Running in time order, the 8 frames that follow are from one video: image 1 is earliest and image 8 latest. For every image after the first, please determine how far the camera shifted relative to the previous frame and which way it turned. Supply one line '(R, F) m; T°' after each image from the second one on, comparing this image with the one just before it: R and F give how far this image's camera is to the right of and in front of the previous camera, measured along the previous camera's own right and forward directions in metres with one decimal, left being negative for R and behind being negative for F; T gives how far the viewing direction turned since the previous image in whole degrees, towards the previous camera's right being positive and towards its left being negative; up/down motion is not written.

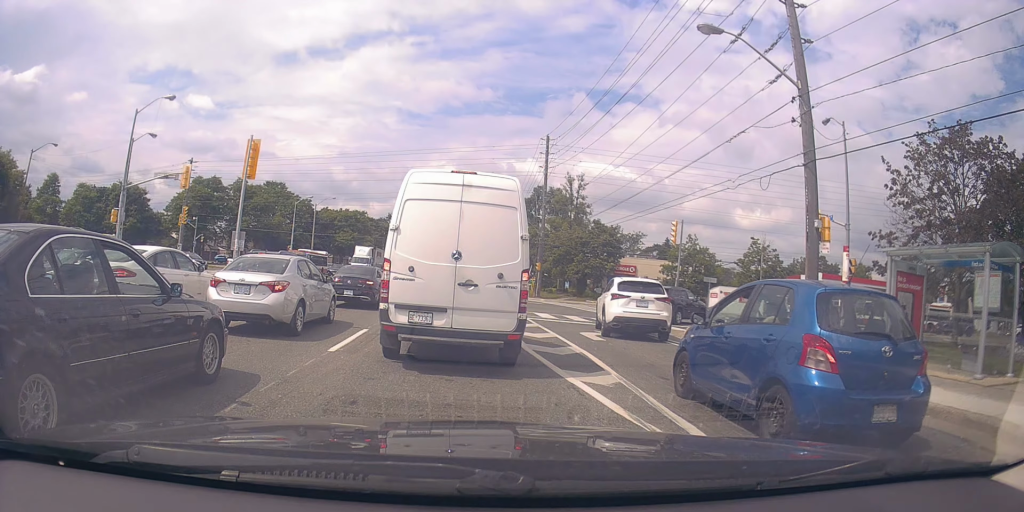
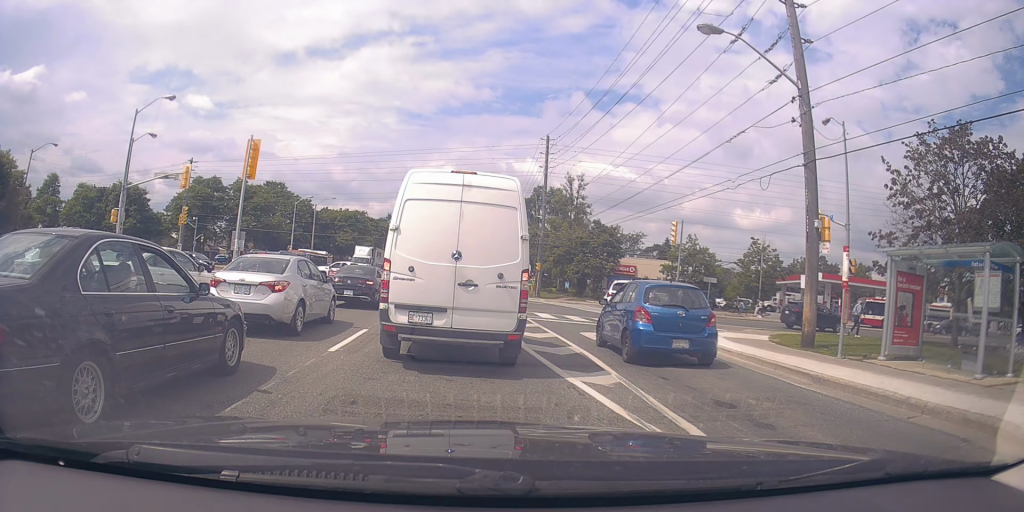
(0.0, 0.0) m; 0°
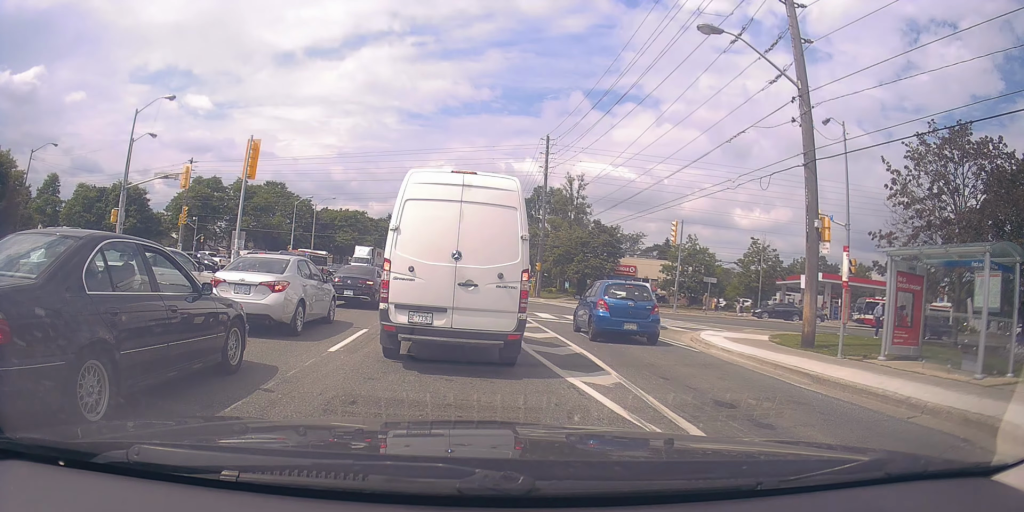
(0.0, 0.0) m; 0°
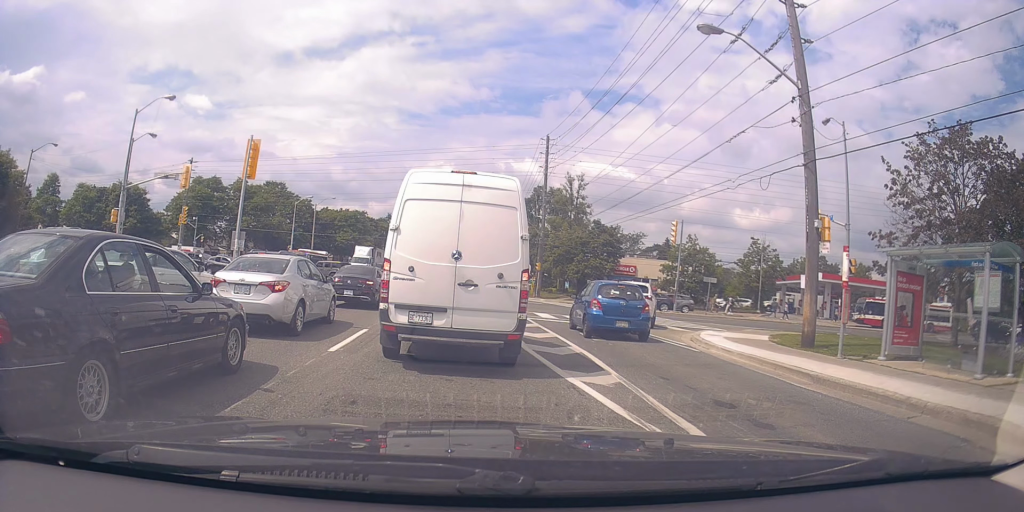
(0.0, 0.0) m; 0°
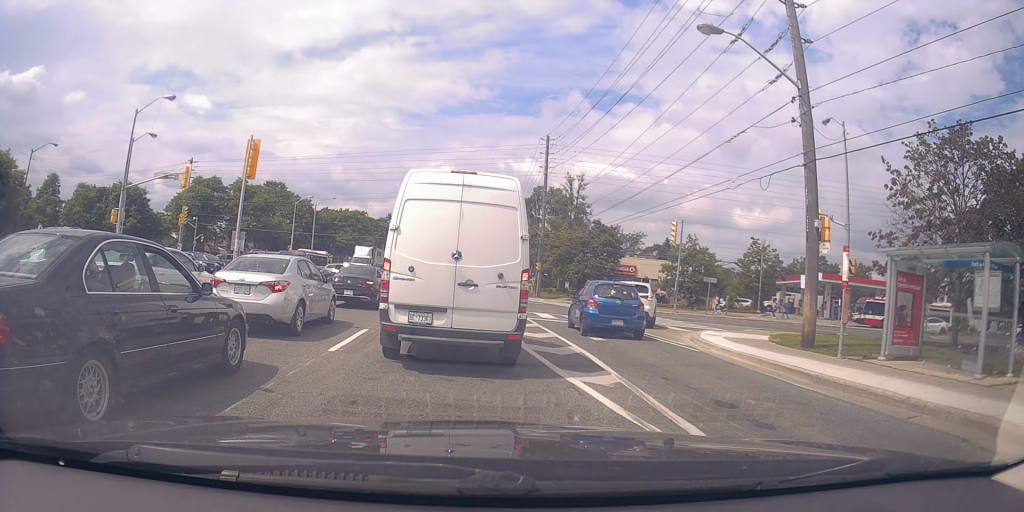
(0.0, 0.0) m; 0°
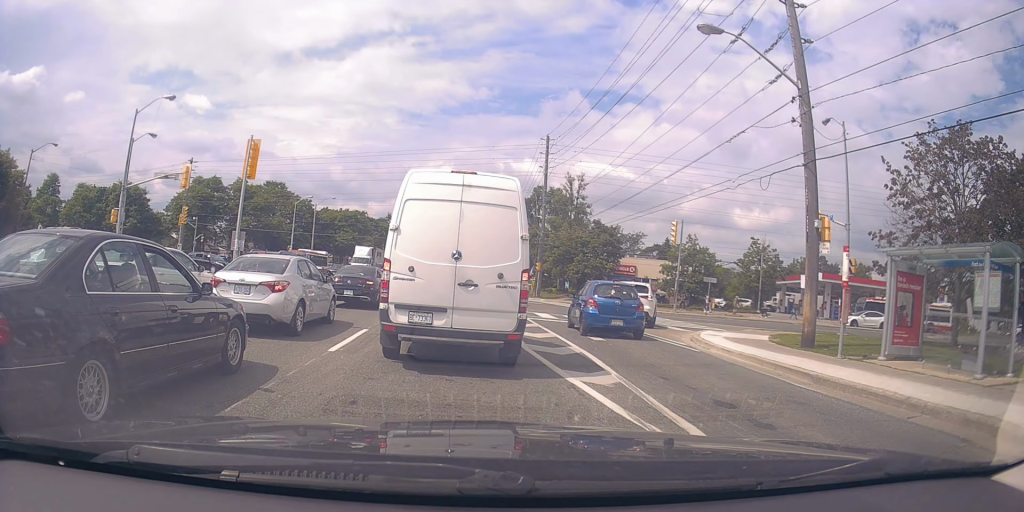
(0.0, 0.0) m; 0°
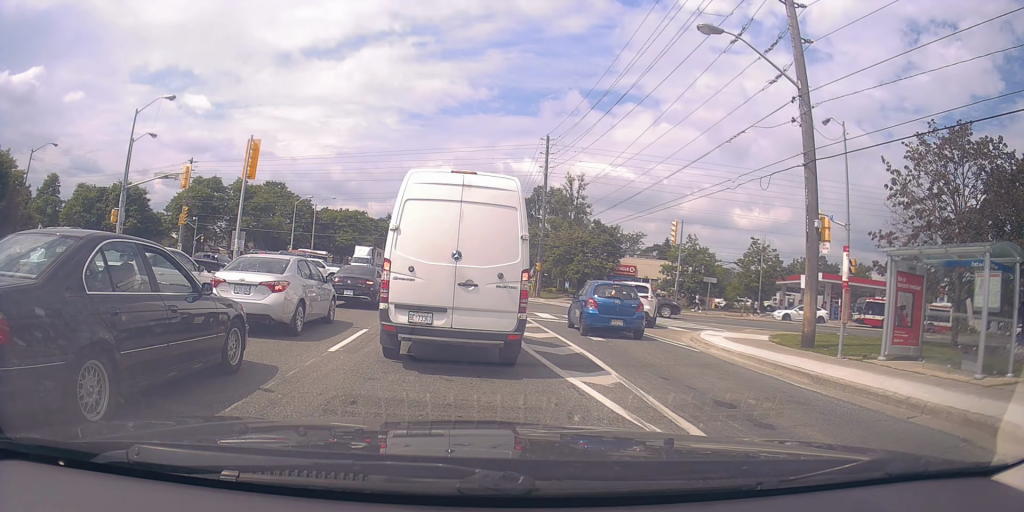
(0.0, 0.0) m; 0°
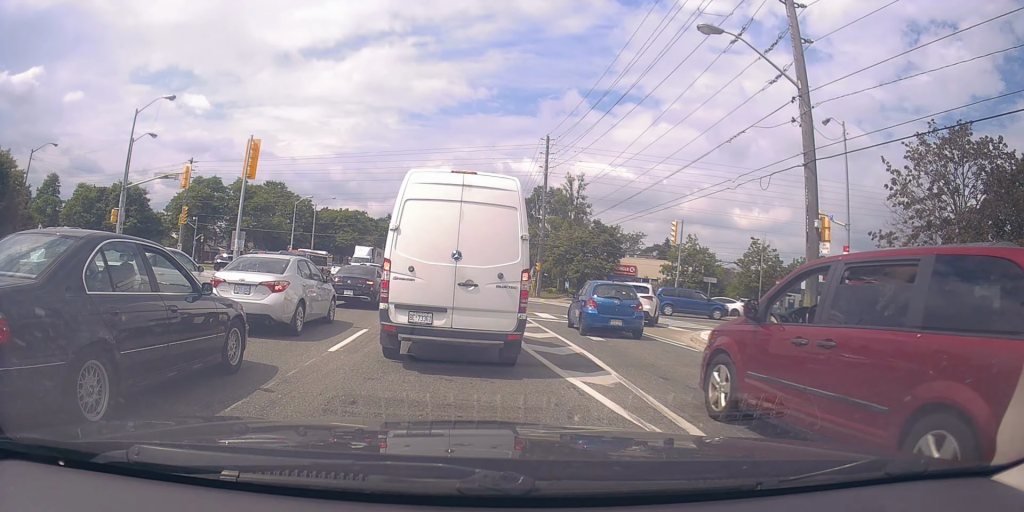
(0.0, 0.0) m; 0°
